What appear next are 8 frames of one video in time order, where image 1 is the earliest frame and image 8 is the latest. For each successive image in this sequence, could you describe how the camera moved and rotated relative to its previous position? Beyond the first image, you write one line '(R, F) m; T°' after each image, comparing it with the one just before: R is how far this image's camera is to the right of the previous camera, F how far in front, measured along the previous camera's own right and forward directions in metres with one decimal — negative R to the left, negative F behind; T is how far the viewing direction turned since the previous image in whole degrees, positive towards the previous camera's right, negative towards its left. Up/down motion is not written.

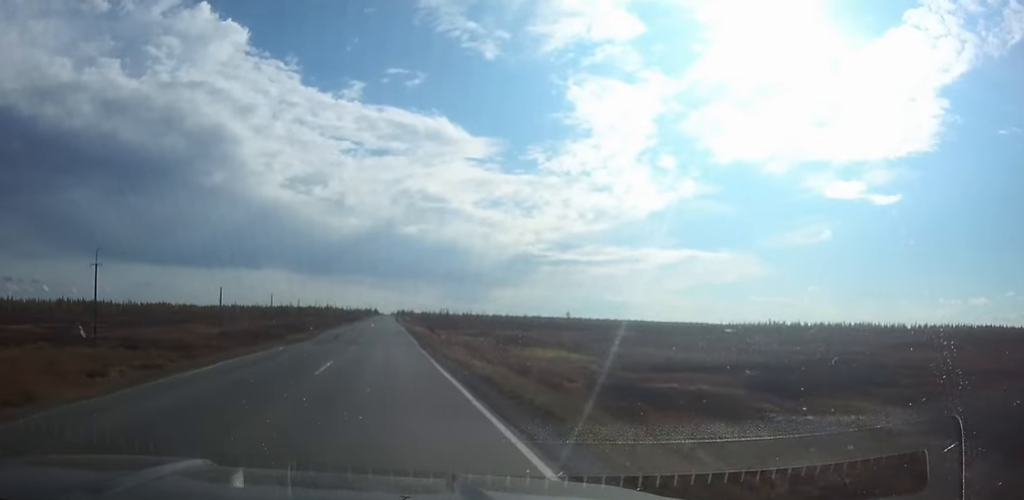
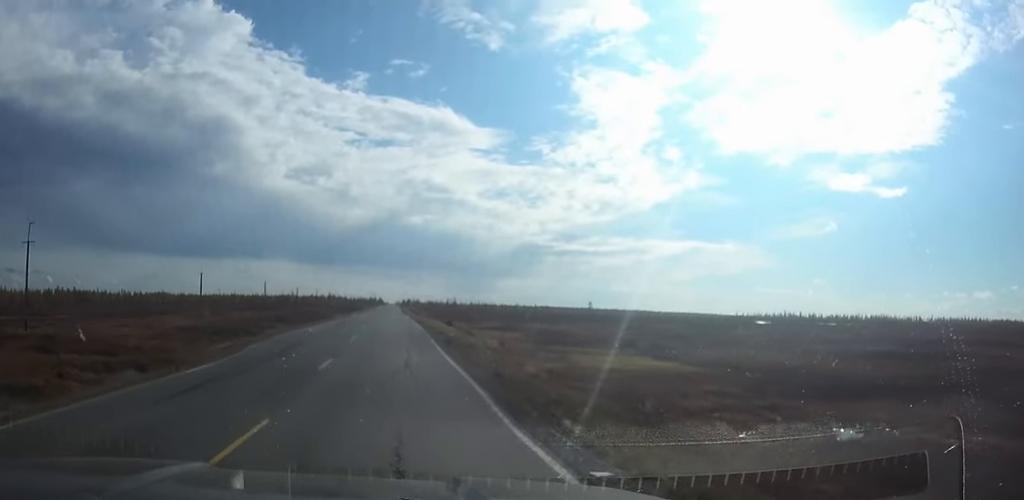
(0.0, +21.1) m; 0°
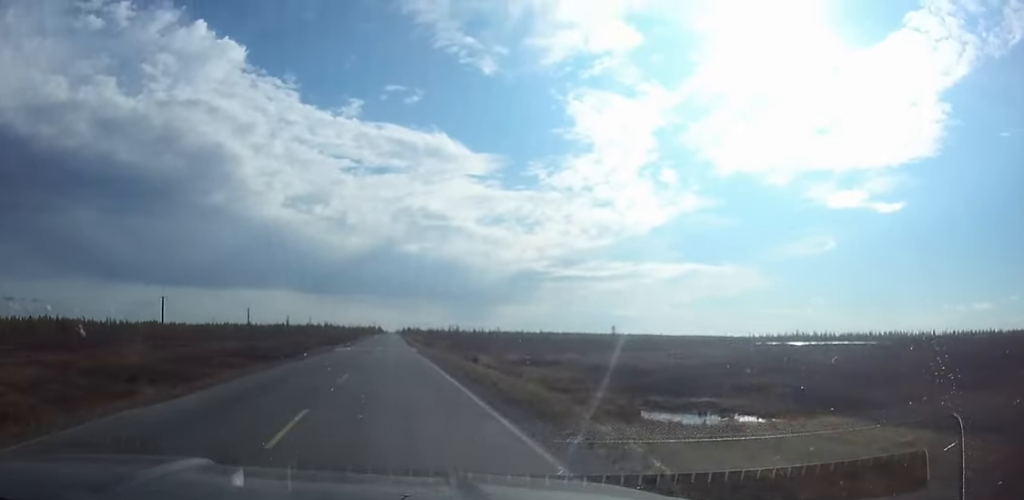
(0.0, +25.6) m; 0°
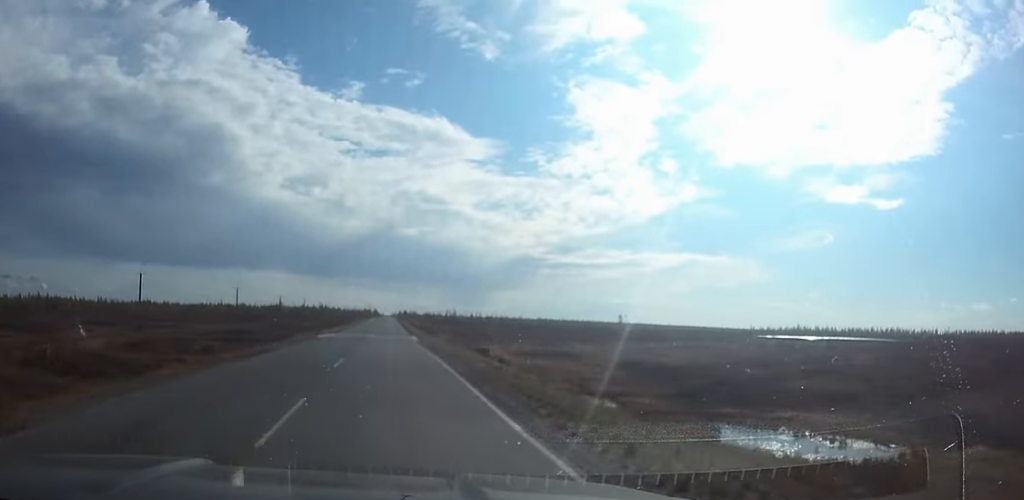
(0.0, +10.5) m; 0°
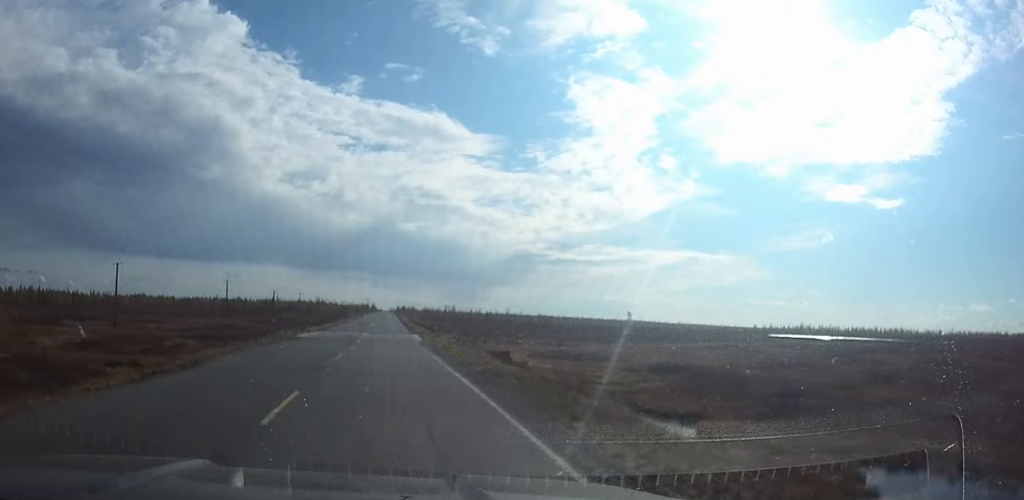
(0.0, +9.4) m; 0°
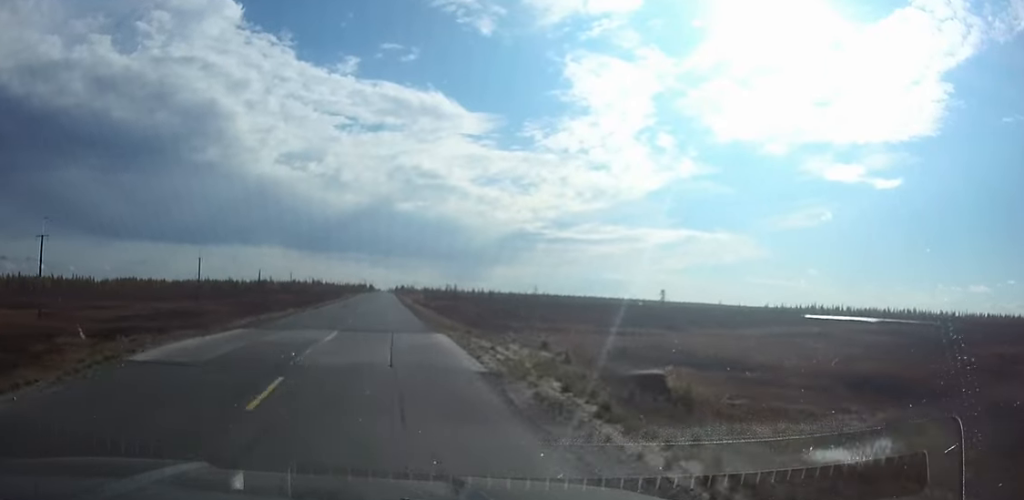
(+0.1, +23.2) m; 0°
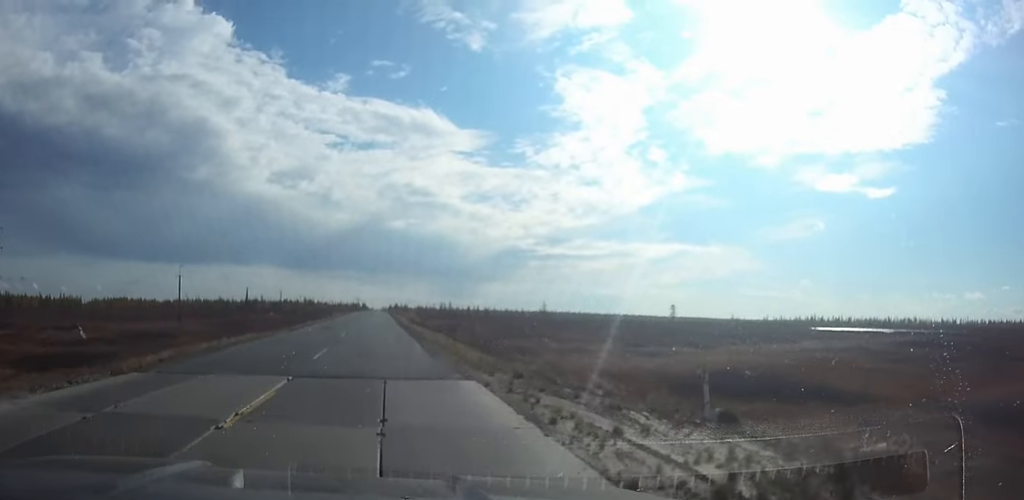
(0.0, +10.9) m; 0°
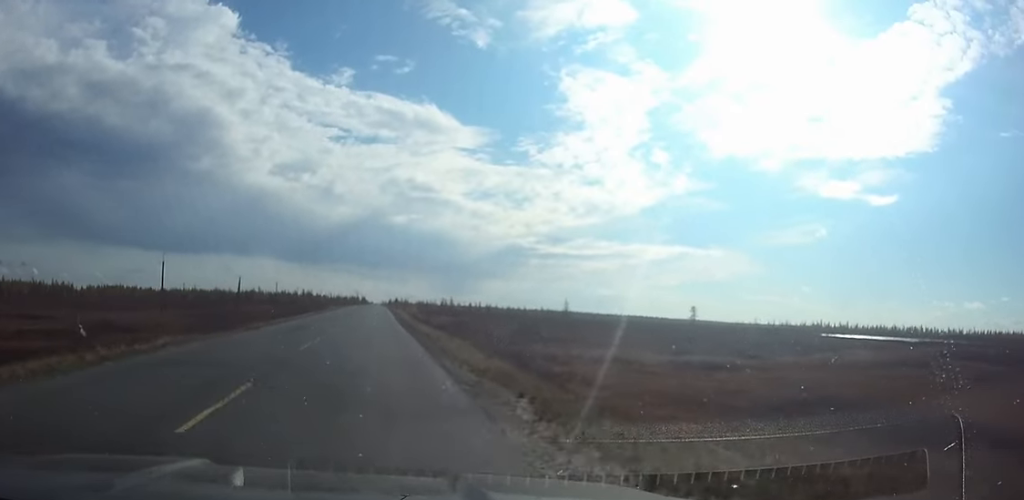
(0.0, +12.8) m; 0°
